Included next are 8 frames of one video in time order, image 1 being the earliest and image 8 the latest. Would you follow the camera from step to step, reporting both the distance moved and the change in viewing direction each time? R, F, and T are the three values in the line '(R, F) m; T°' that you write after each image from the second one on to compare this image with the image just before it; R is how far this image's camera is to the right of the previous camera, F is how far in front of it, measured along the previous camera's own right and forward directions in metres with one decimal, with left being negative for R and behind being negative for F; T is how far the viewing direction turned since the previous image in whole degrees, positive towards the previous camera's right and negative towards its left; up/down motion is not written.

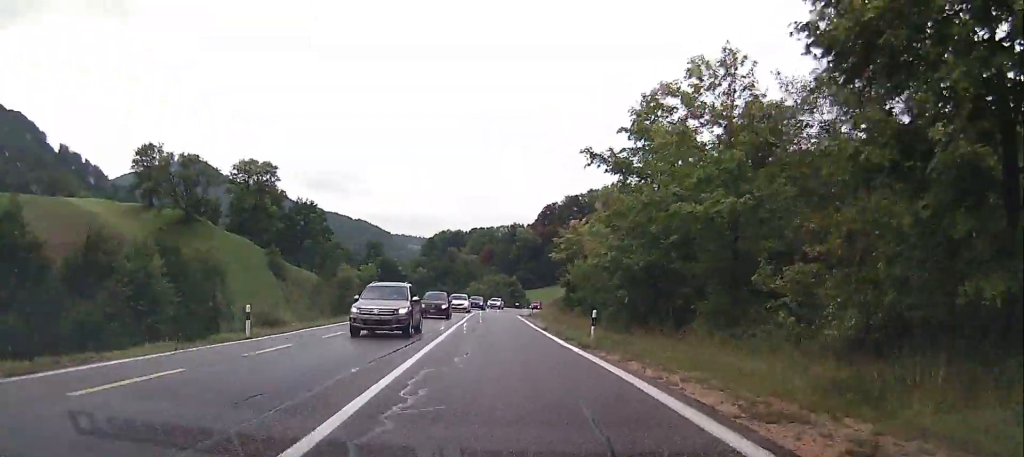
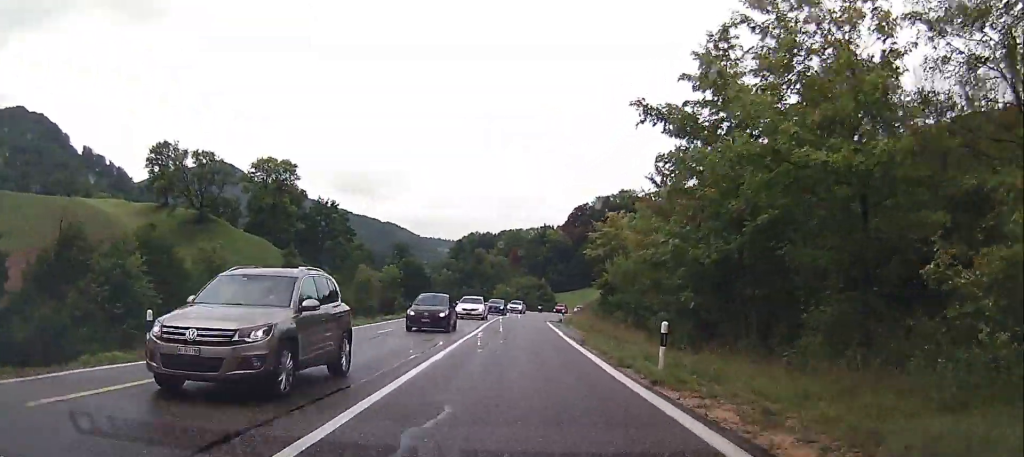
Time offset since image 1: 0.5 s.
(-0.2, +6.6) m; -3°
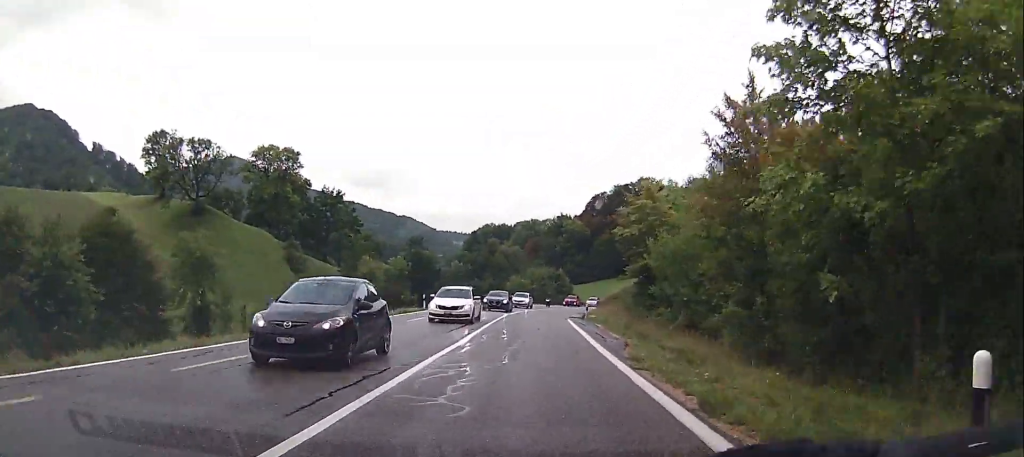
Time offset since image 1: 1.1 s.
(-0.1, +8.4) m; -5°
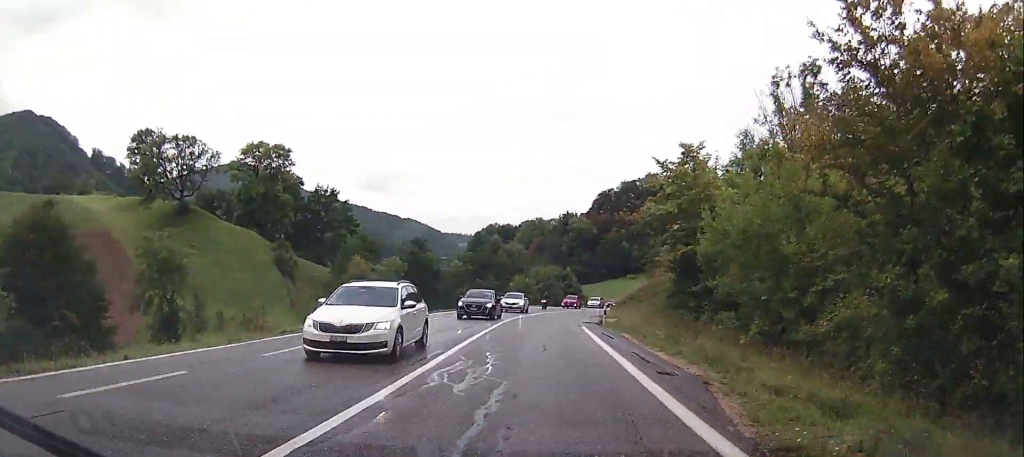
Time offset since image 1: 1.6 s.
(-0.5, +7.9) m; -5°
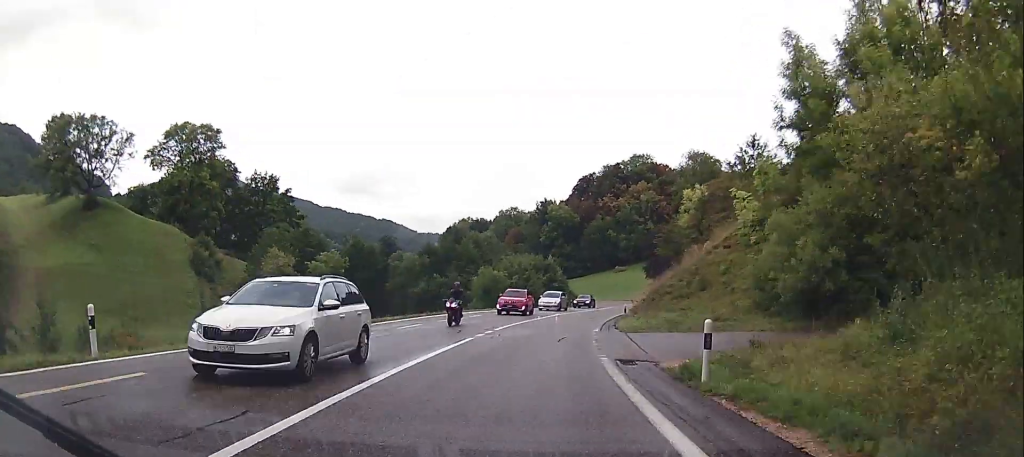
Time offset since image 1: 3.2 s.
(-2.7, +22.3) m; -13°
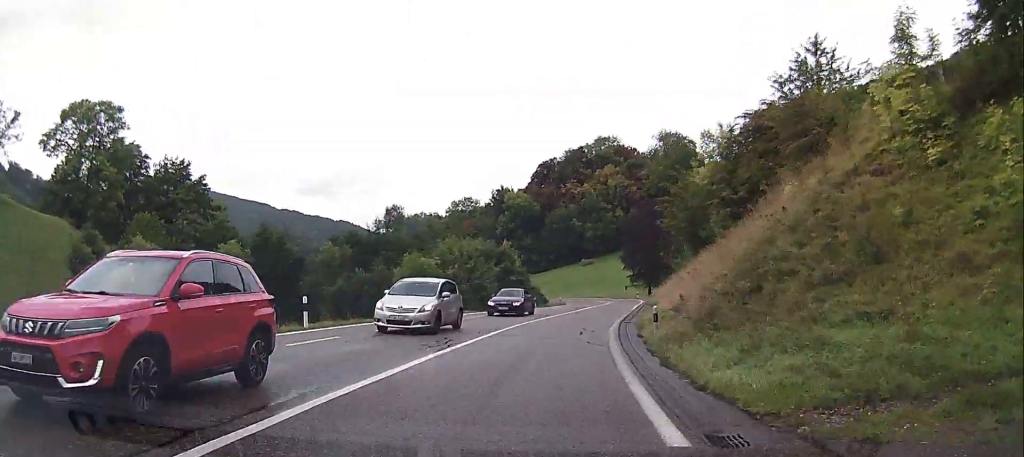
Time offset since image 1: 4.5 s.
(-1.3, +21.2) m; -5°
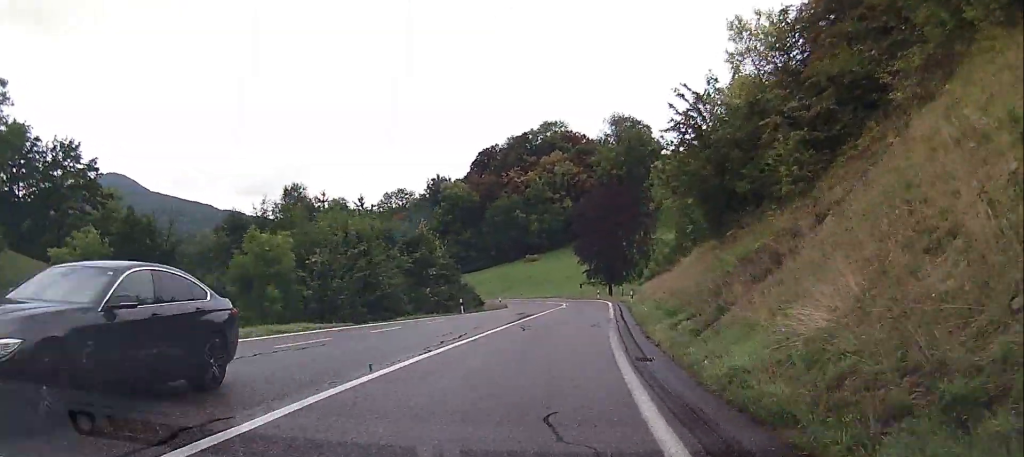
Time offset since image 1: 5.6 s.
(-0.1, +19.2) m; +1°
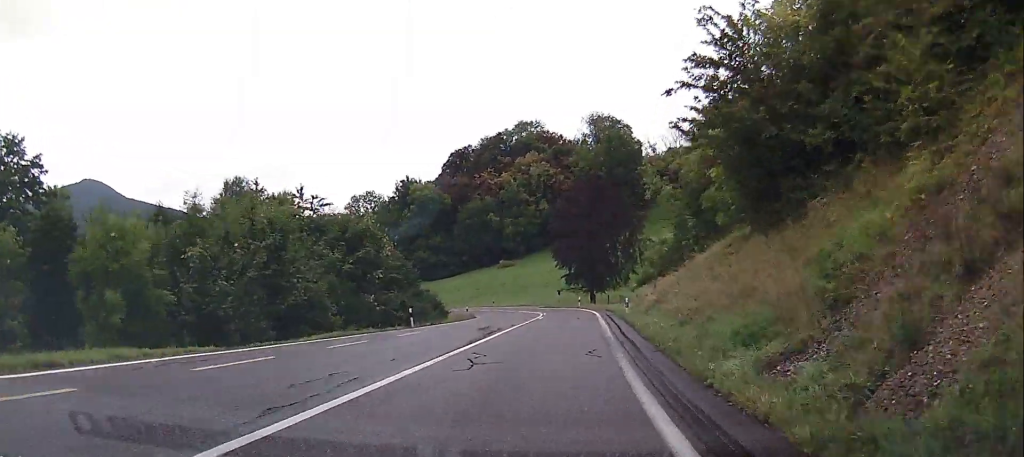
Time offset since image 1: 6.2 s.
(+0.1, +9.7) m; +1°
